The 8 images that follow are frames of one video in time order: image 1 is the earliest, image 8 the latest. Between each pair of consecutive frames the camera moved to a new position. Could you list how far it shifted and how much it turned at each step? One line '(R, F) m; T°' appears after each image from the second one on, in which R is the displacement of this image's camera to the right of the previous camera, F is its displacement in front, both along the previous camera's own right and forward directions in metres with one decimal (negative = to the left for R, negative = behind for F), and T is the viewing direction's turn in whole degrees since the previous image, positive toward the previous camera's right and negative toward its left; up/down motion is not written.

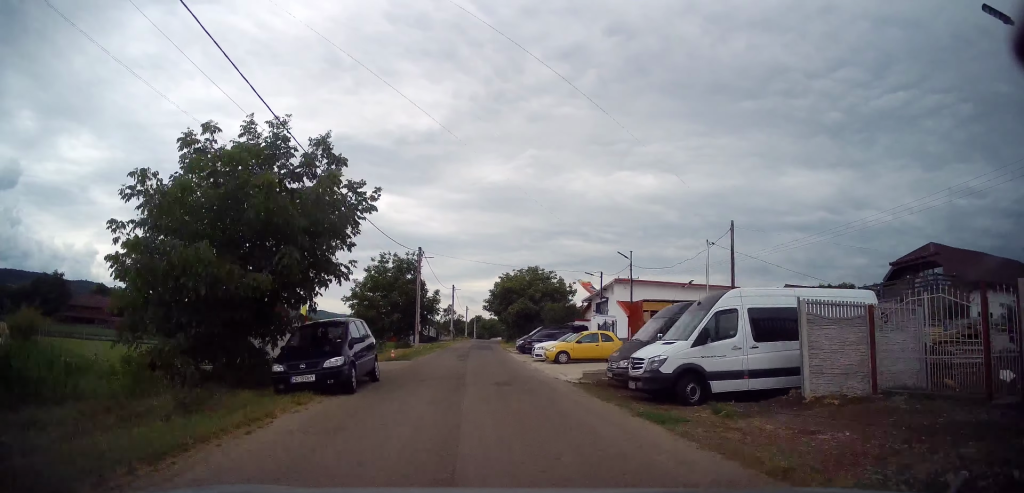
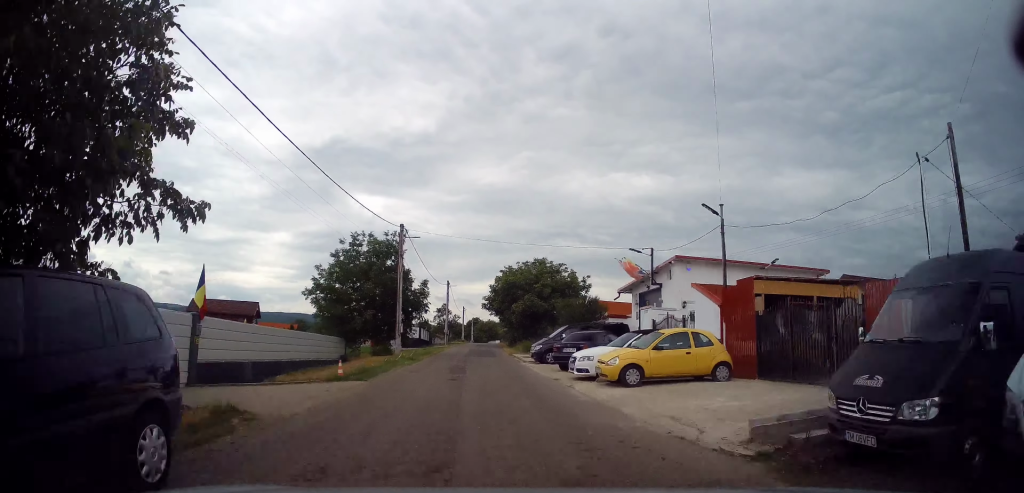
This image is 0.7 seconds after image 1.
(0.0, +9.8) m; 0°
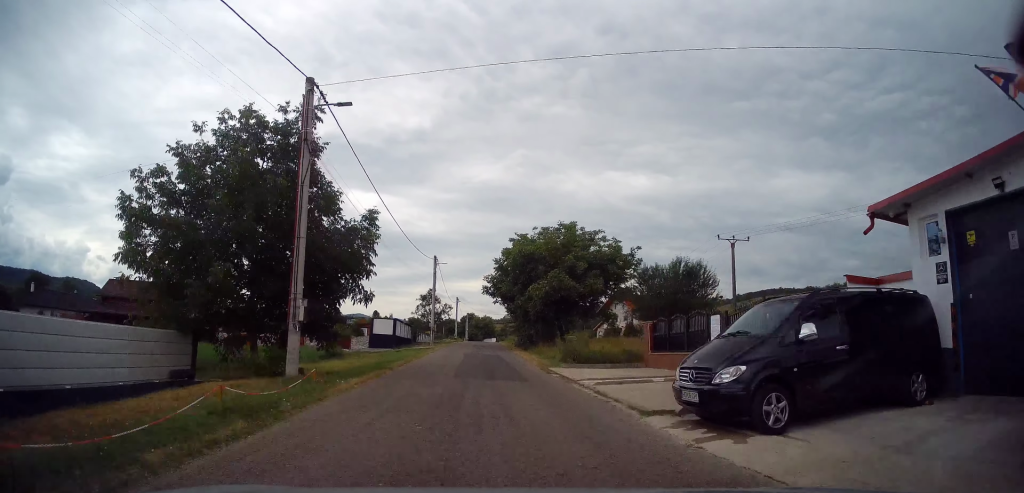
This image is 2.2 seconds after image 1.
(0.0, +19.2) m; 0°
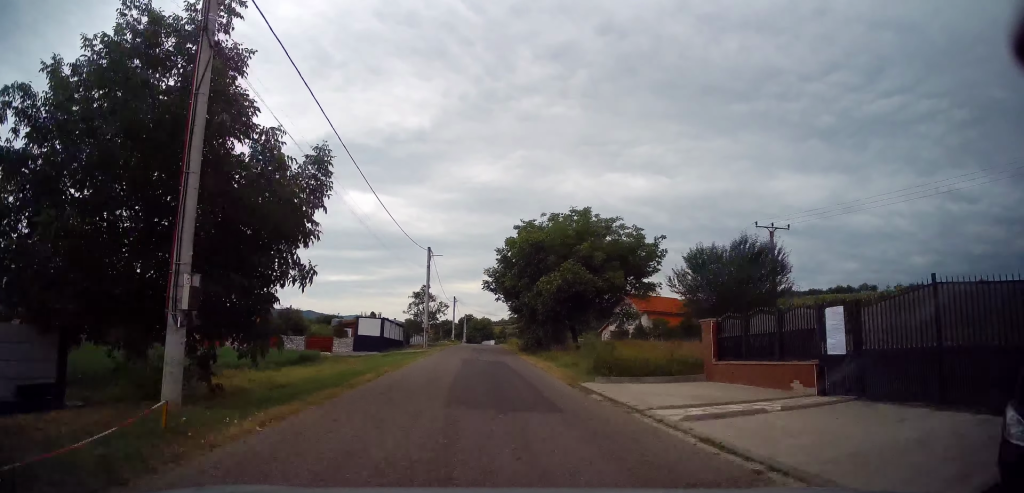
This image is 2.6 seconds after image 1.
(0.0, +5.8) m; 0°
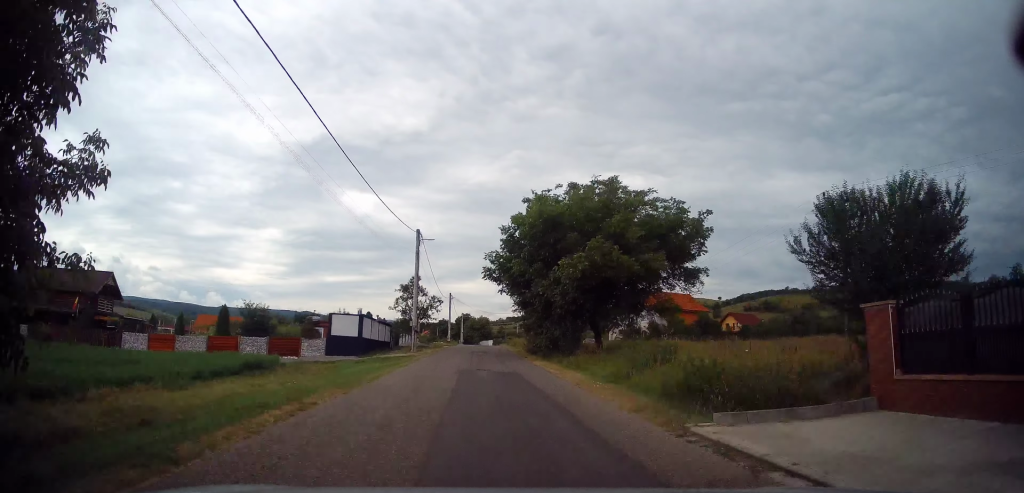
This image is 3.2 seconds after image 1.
(0.0, +7.6) m; 0°
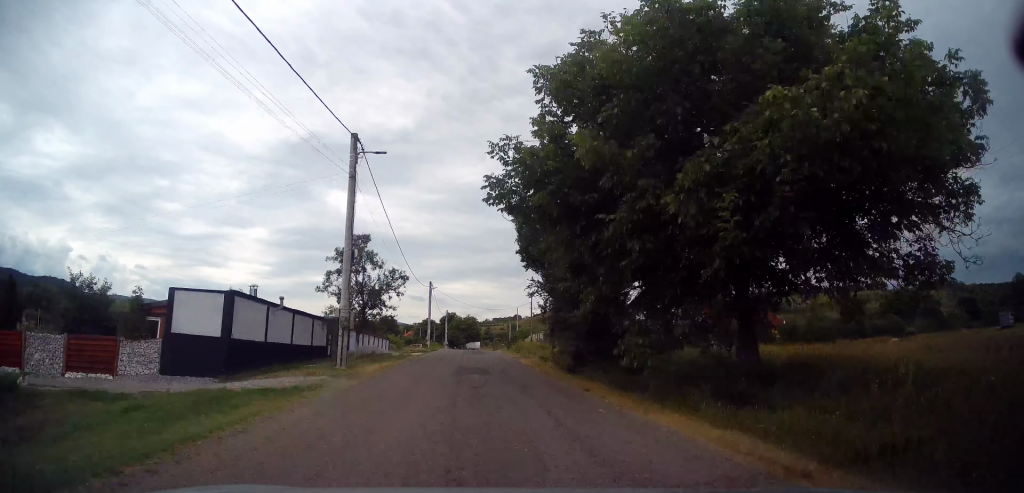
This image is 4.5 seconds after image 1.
(+0.5, +18.0) m; +2°
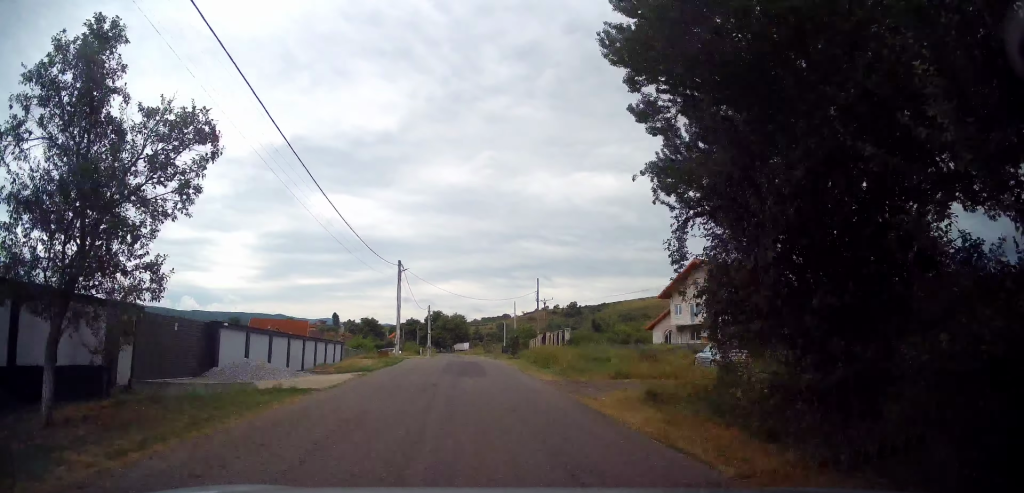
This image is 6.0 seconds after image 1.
(-0.3, +18.0) m; 0°
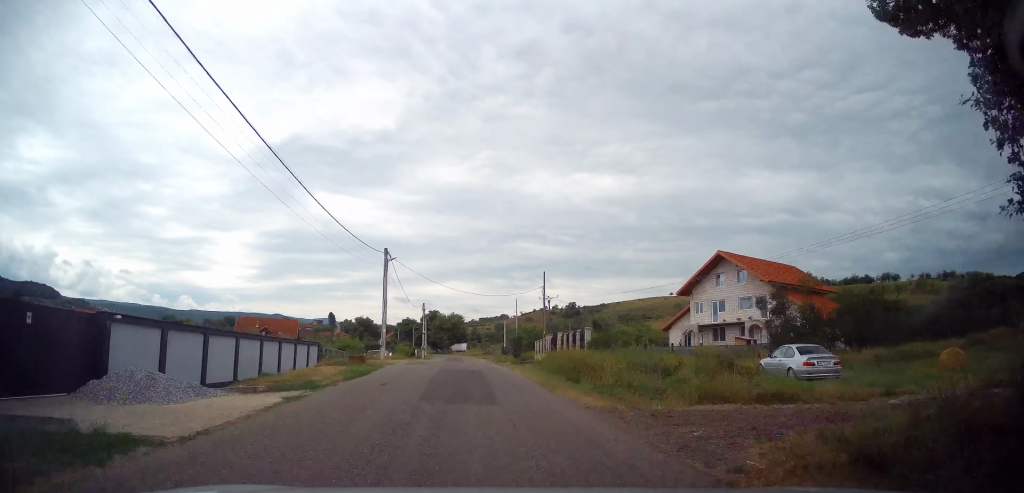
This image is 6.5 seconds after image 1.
(+0.2, +5.7) m; +1°
